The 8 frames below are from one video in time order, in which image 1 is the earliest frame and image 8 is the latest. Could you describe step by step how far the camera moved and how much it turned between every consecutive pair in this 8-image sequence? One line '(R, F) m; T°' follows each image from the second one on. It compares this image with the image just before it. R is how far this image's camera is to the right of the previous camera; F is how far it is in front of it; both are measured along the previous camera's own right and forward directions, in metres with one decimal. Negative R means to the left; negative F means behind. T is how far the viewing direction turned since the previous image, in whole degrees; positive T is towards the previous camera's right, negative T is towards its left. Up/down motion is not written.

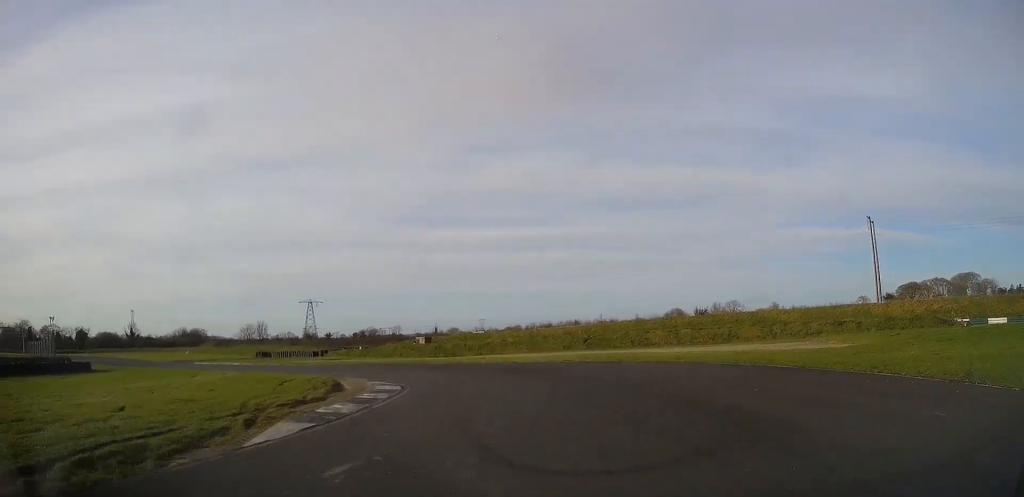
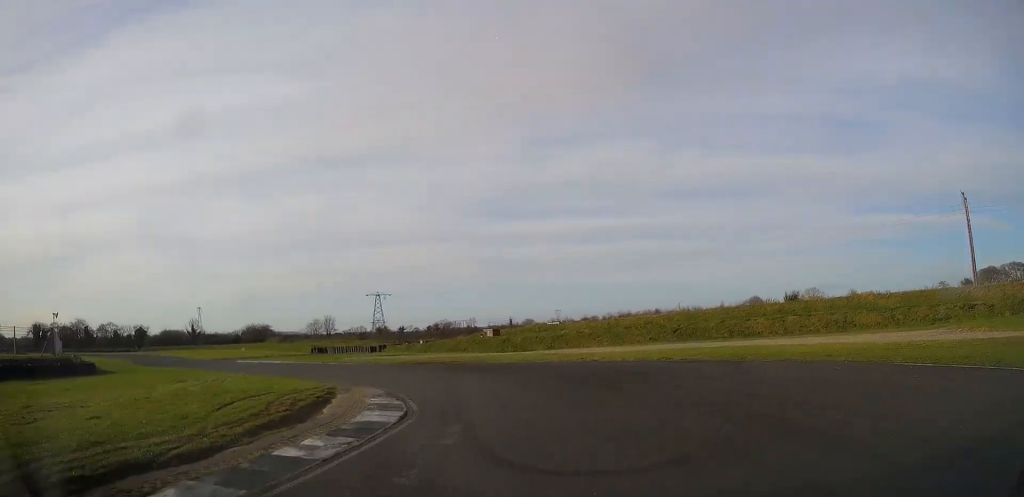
(-0.9, +8.6) m; -5°
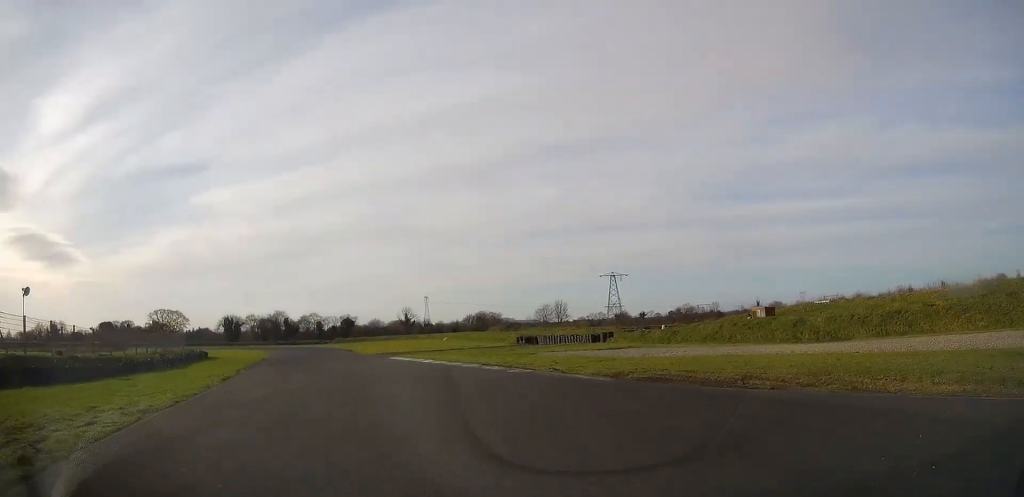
(-3.0, +24.4) m; -18°
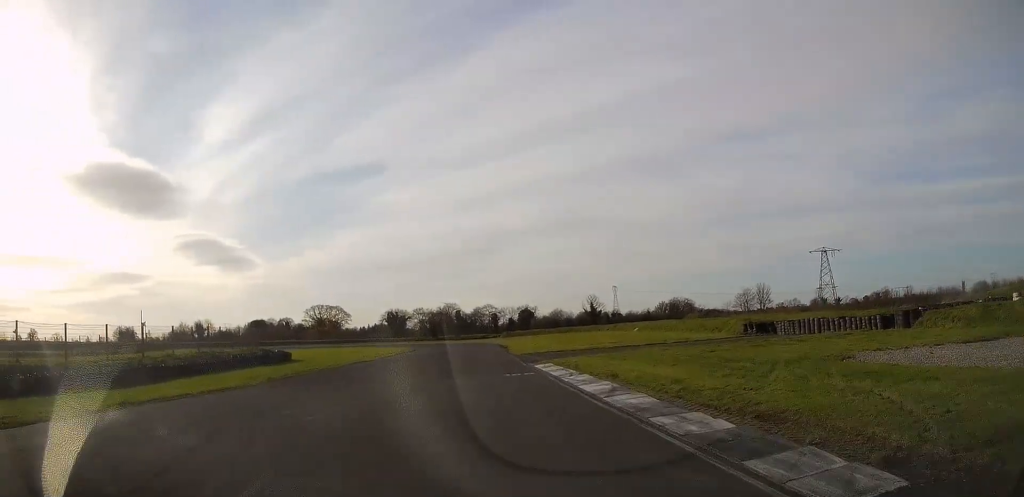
(-4.4, +24.3) m; -17°
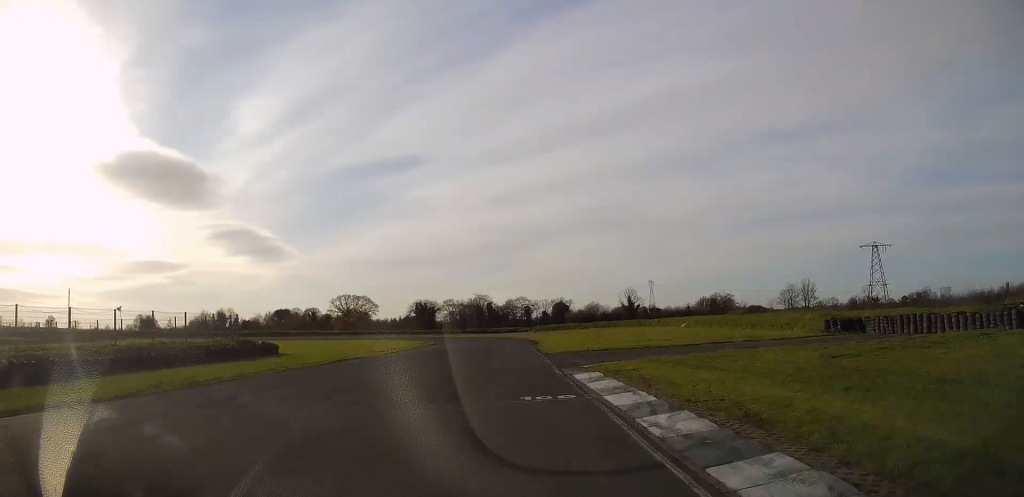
(-0.5, +9.6) m; -2°
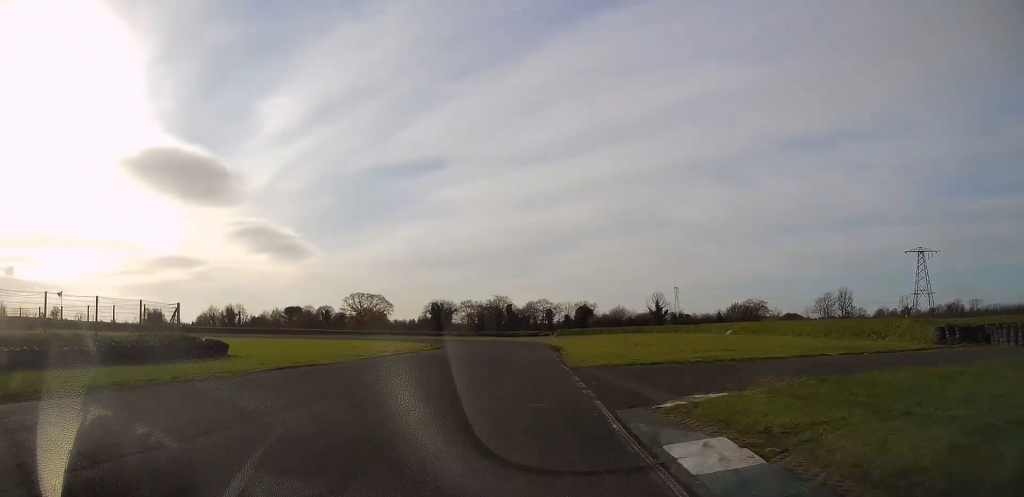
(-0.3, +11.1) m; -2°
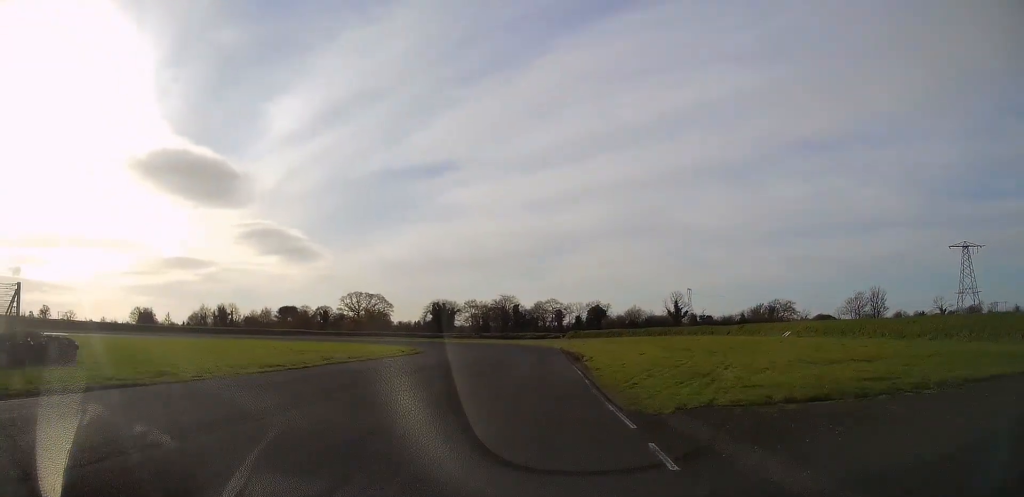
(-0.4, +14.5) m; -2°
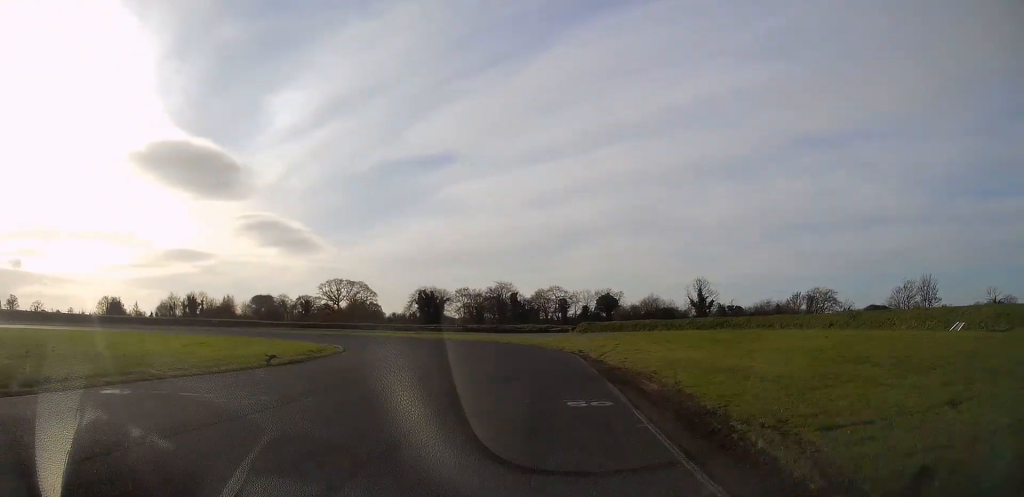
(-0.5, +25.2) m; -3°
